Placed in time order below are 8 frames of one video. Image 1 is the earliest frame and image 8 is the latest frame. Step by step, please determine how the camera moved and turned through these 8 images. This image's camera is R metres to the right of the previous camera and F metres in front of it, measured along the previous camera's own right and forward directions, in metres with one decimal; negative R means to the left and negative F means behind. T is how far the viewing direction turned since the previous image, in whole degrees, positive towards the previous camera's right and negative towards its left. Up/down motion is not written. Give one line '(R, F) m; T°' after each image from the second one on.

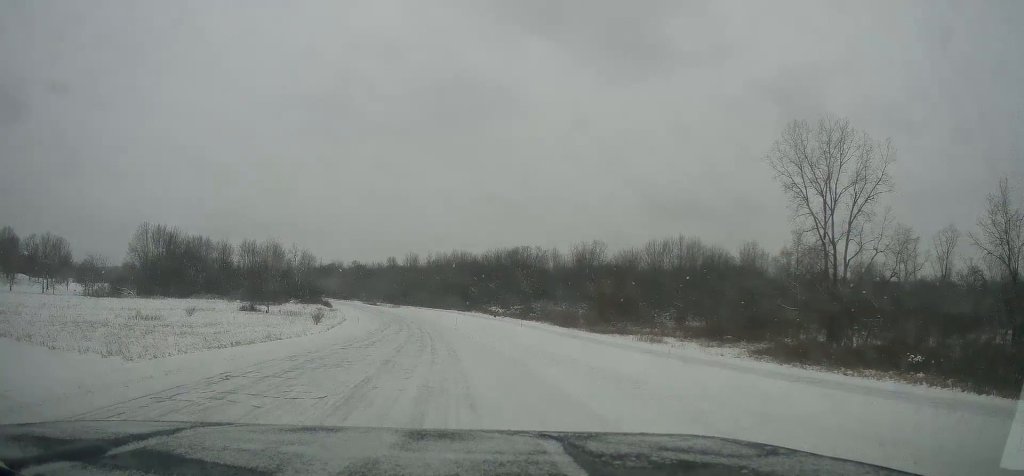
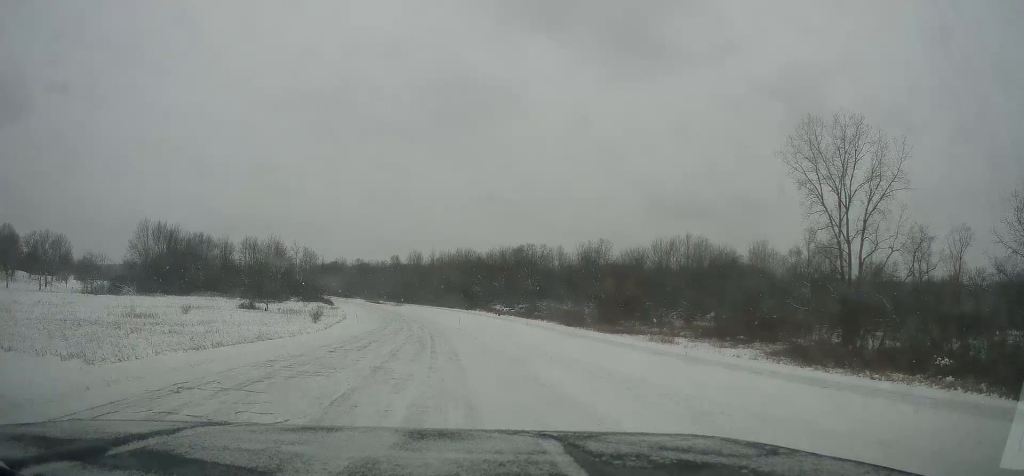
(0.0, +2.3) m; 0°
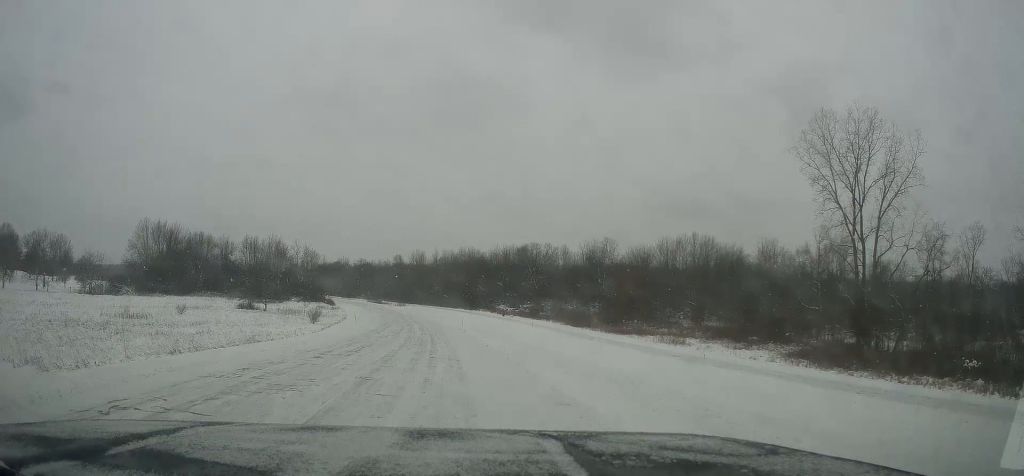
(0.0, +2.3) m; -4°
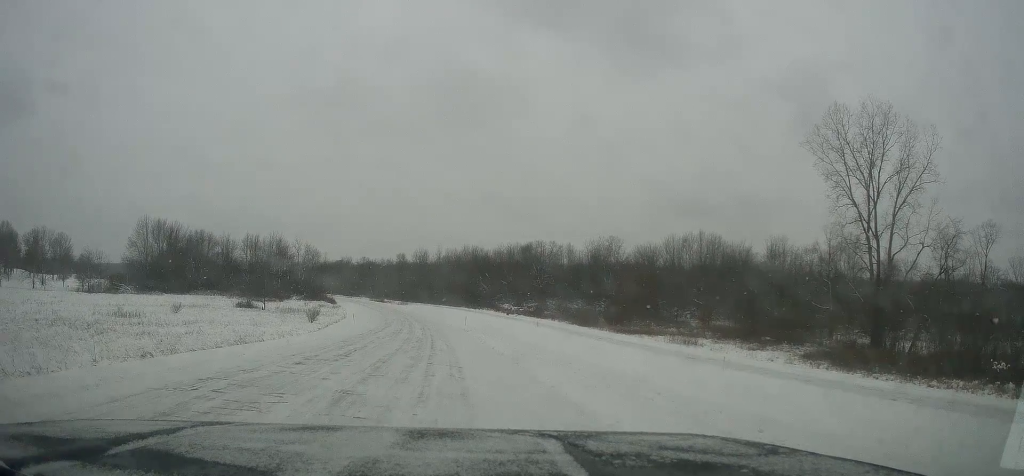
(0.0, +2.2) m; -4°
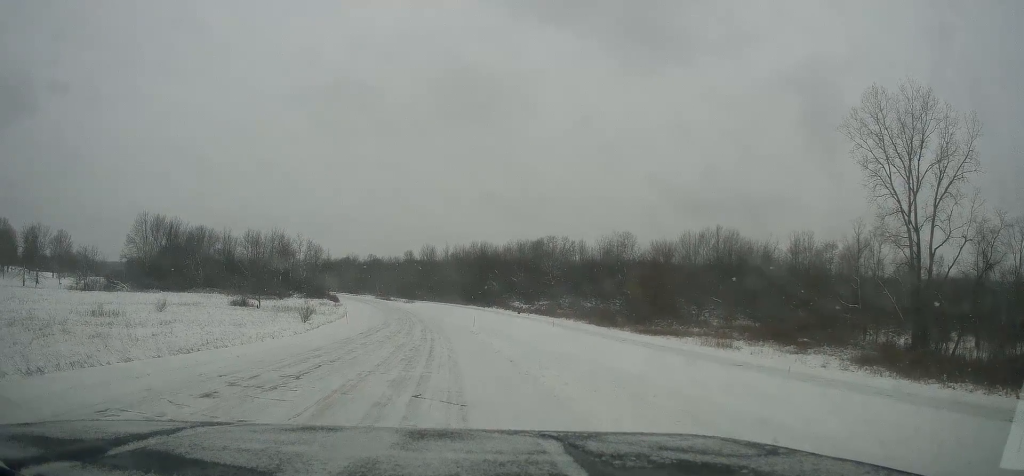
(-0.2, +5.9) m; -2°
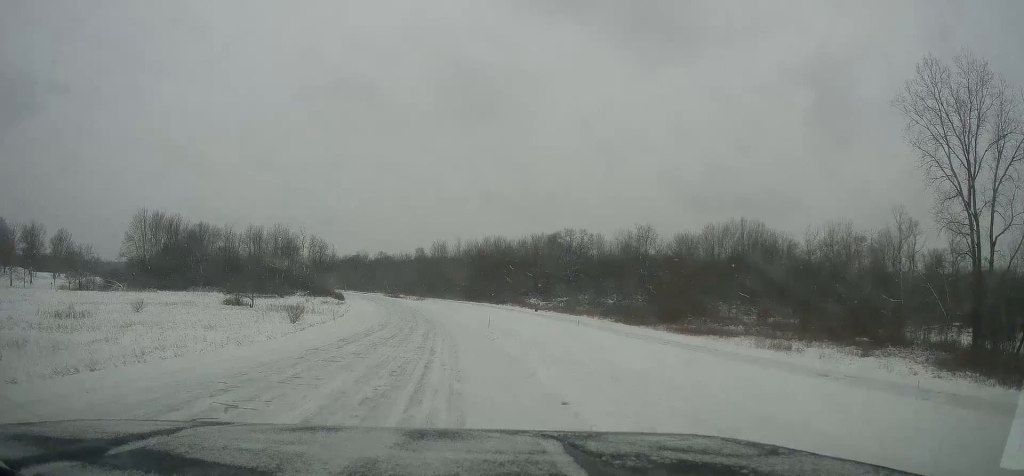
(-0.5, +7.8) m; -5°
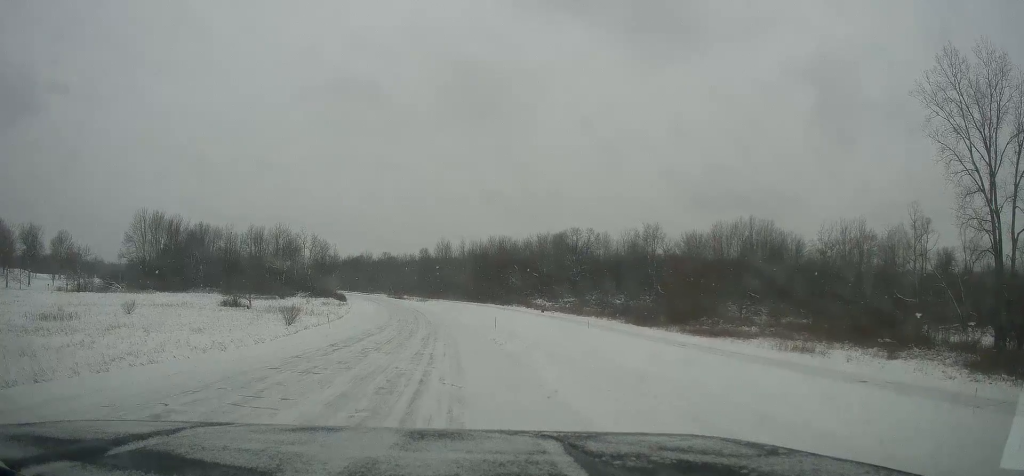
(0.0, +2.7) m; +3°
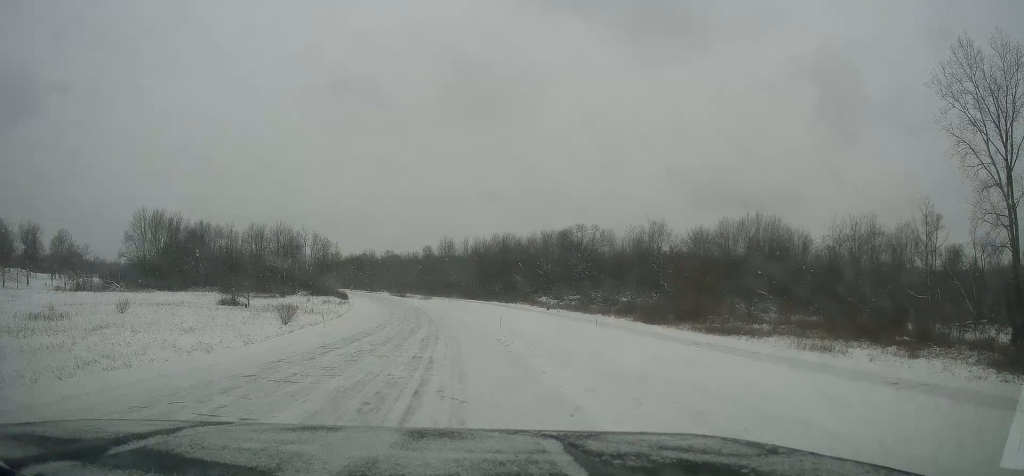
(-0.1, +2.0) m; +4°
